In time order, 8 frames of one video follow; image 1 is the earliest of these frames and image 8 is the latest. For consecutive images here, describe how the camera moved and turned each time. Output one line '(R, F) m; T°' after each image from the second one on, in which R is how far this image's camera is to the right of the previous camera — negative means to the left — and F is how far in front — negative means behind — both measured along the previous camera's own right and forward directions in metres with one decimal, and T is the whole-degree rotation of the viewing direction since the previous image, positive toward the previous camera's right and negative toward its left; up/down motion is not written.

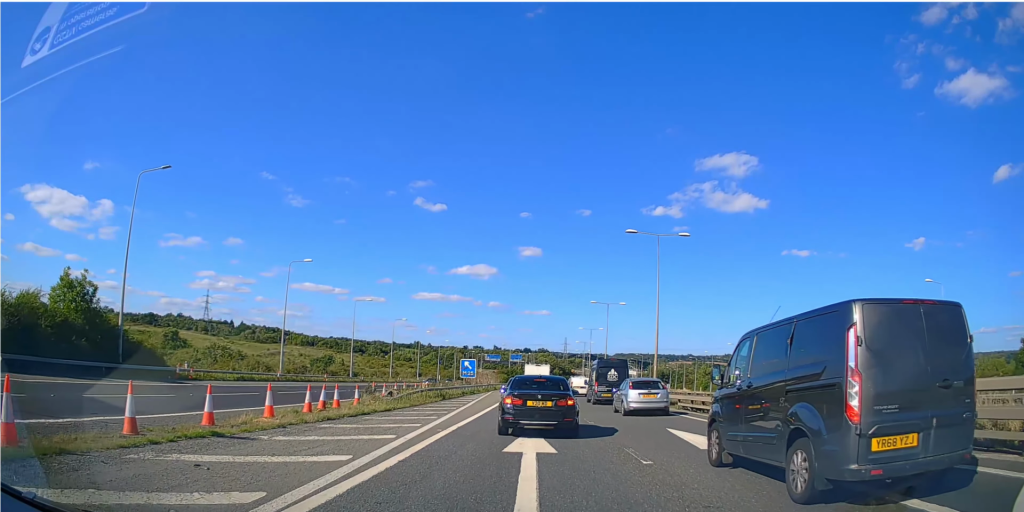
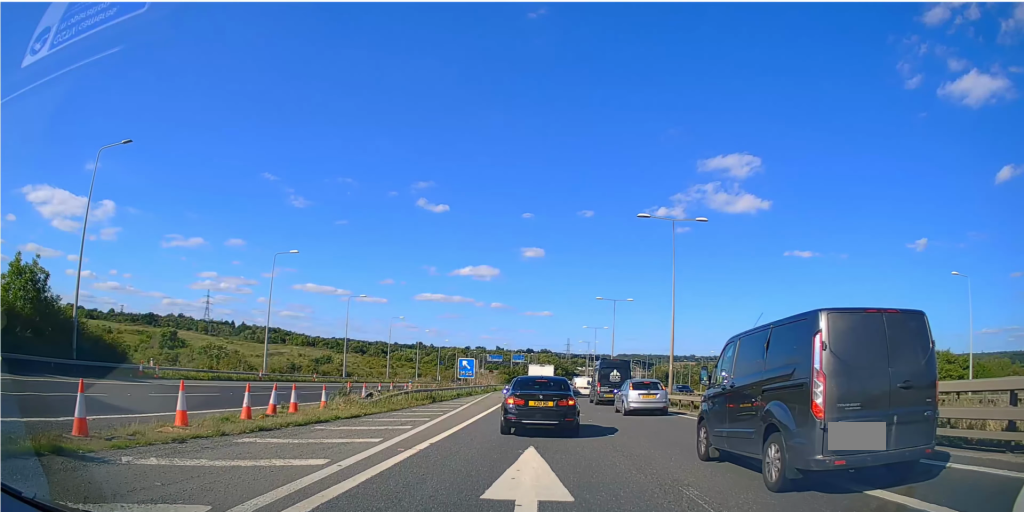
(+0.1, +3.9) m; +1°
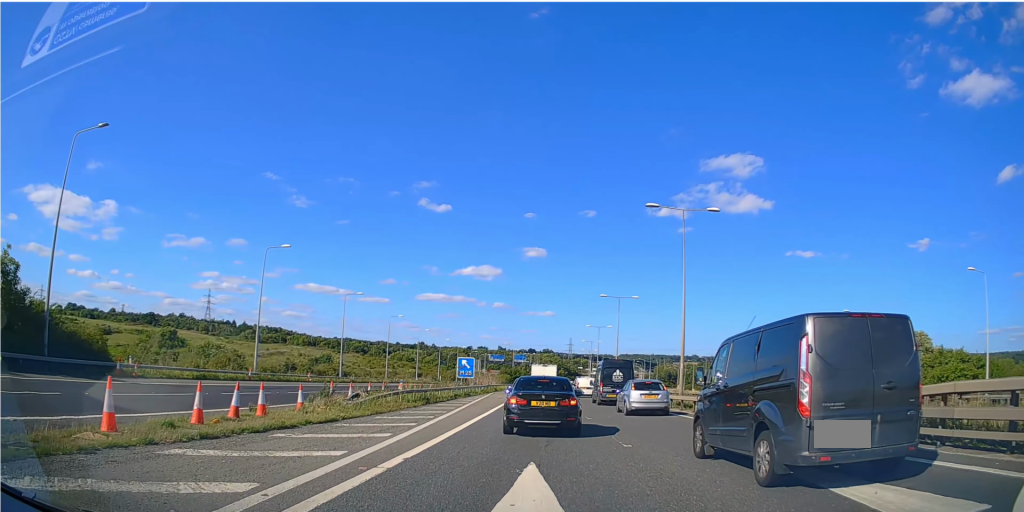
(0.0, +2.2) m; 0°
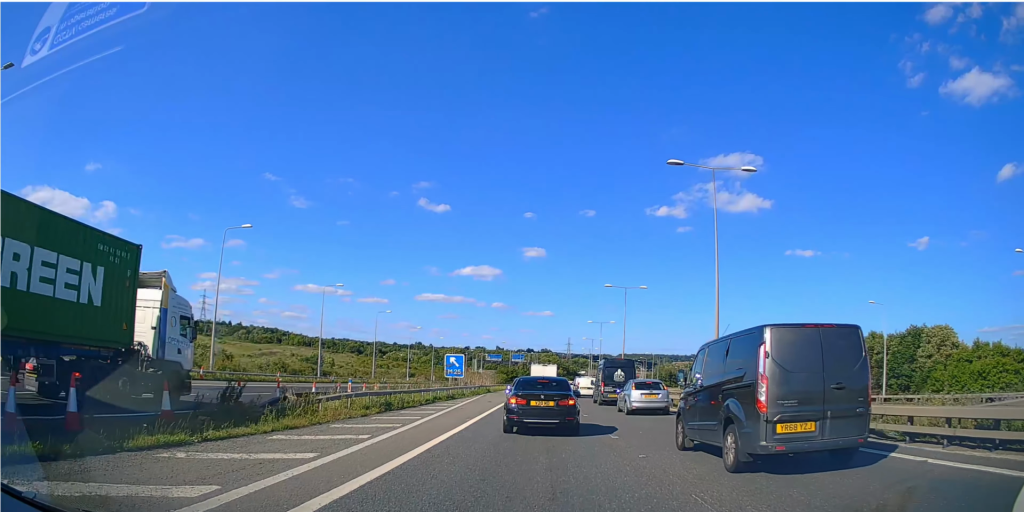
(-0.2, +7.1) m; -3°
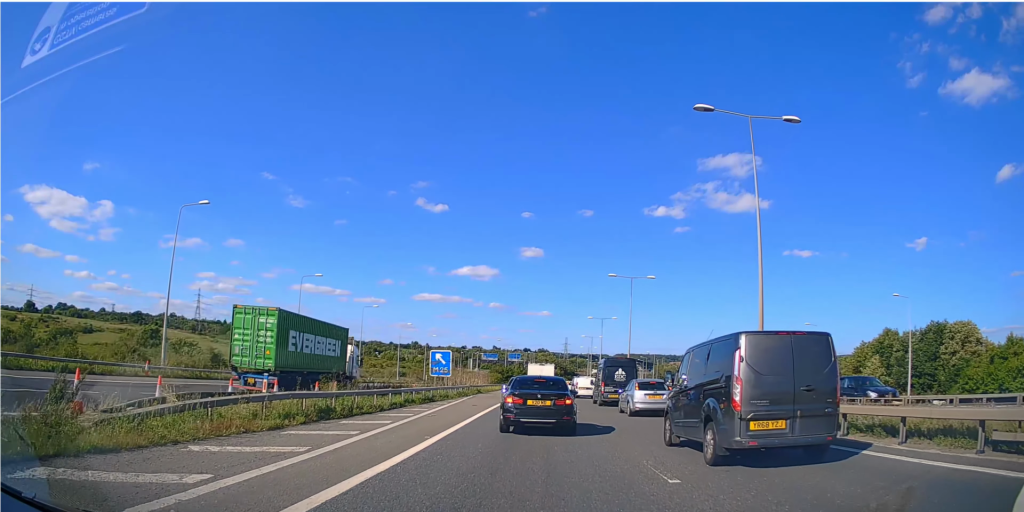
(0.0, +6.3) m; 0°
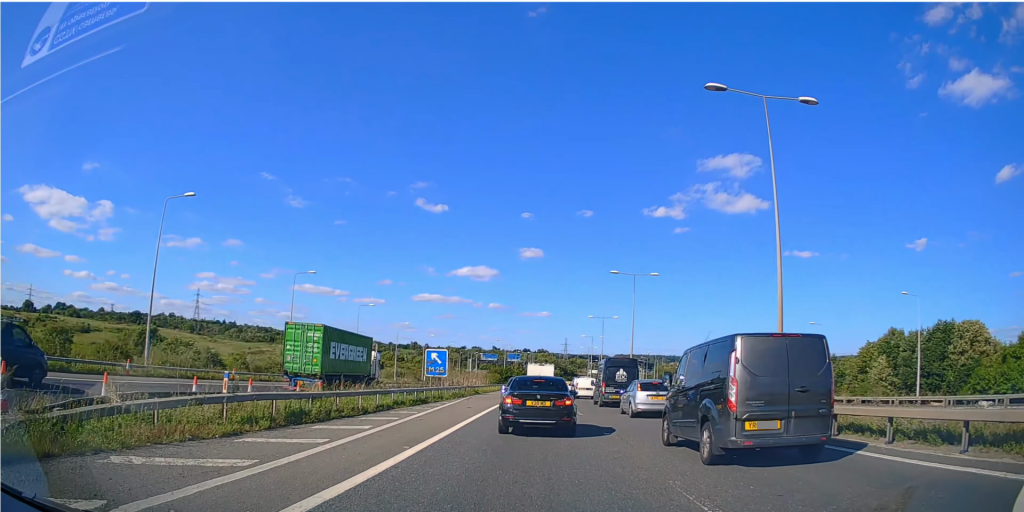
(0.0, +1.9) m; 0°
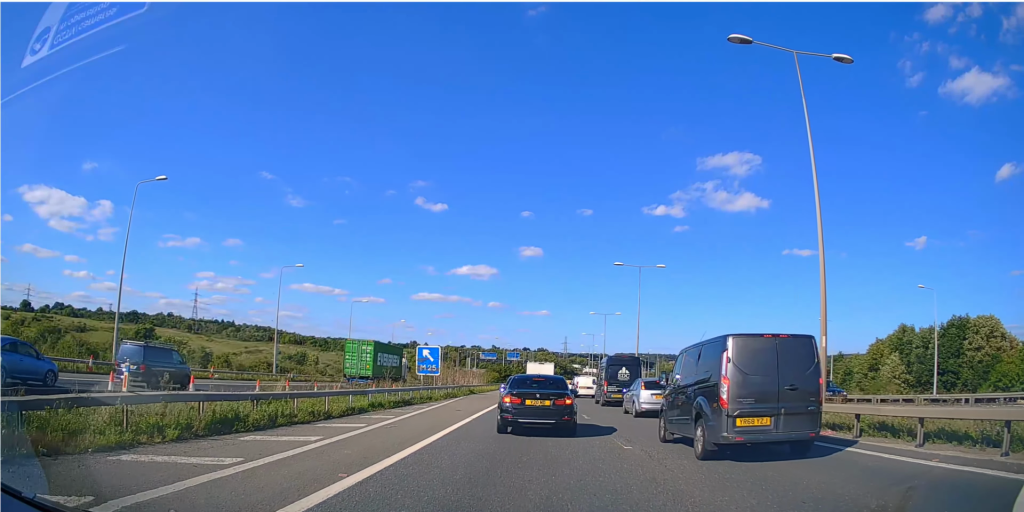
(0.0, +3.6) m; 0°
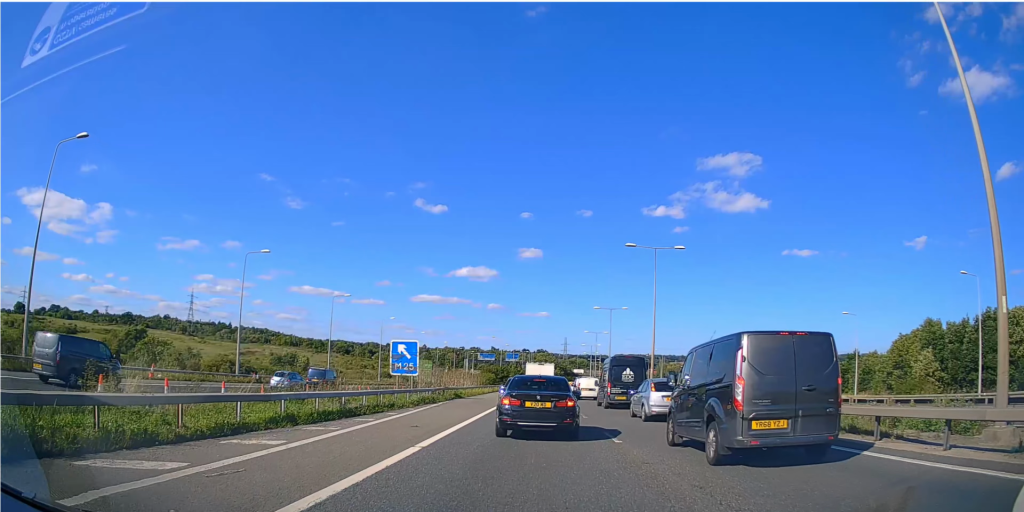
(+0.1, +8.6) m; 0°
